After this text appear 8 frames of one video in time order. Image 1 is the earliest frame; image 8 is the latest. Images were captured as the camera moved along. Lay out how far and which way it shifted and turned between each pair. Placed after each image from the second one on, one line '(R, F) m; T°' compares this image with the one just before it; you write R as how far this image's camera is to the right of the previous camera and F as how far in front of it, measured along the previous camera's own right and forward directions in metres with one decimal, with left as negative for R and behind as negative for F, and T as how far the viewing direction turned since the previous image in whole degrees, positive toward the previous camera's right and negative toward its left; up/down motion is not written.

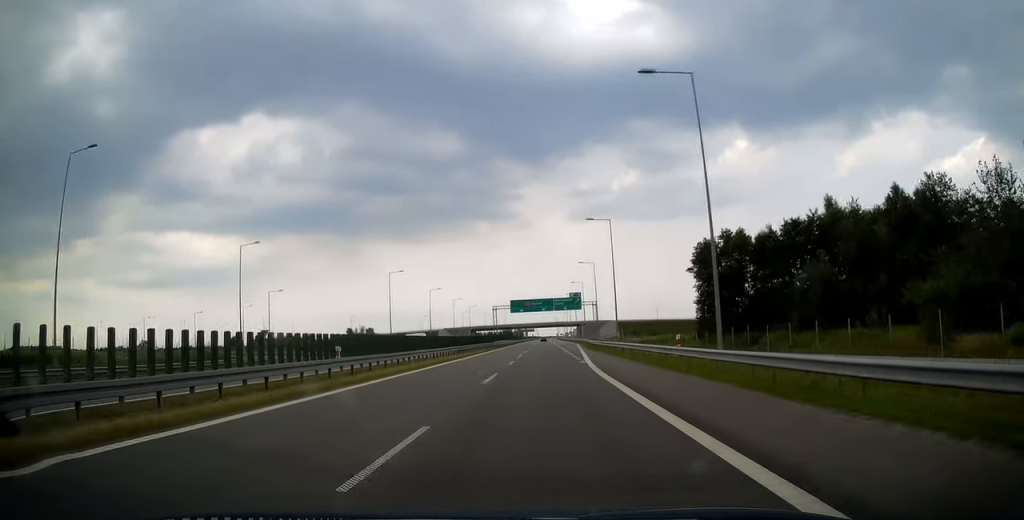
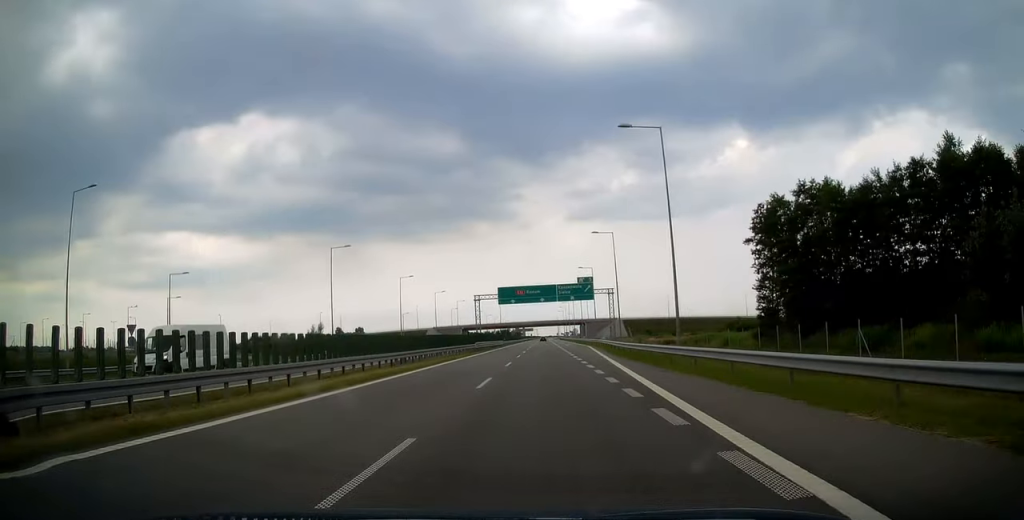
(+0.2, +24.9) m; 0°
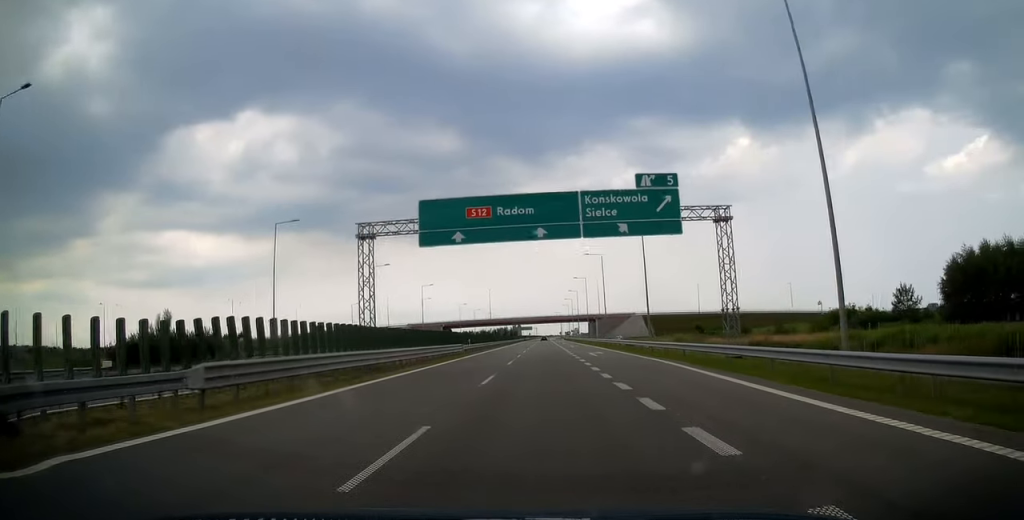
(-0.1, +46.6) m; 0°
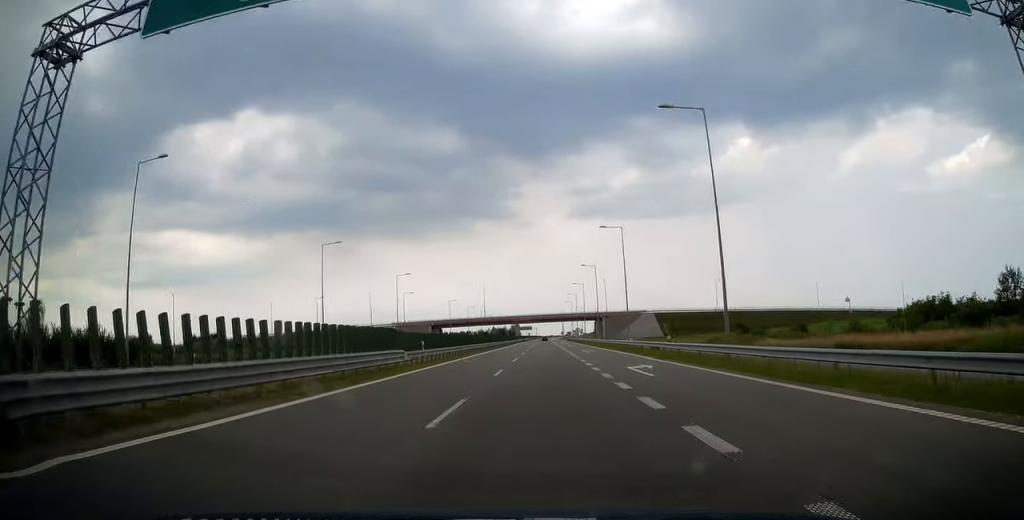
(+0.1, +20.1) m; 0°
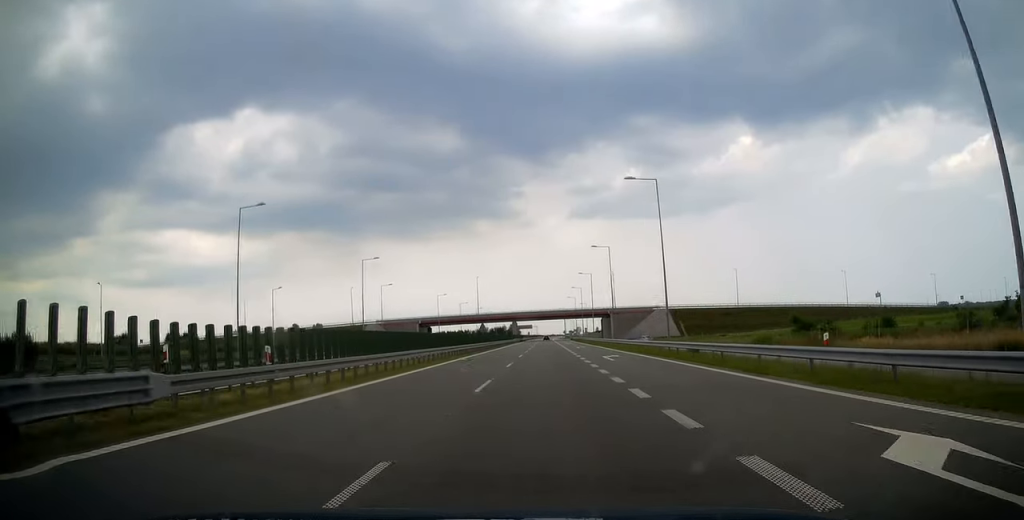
(-0.2, +18.4) m; -1°
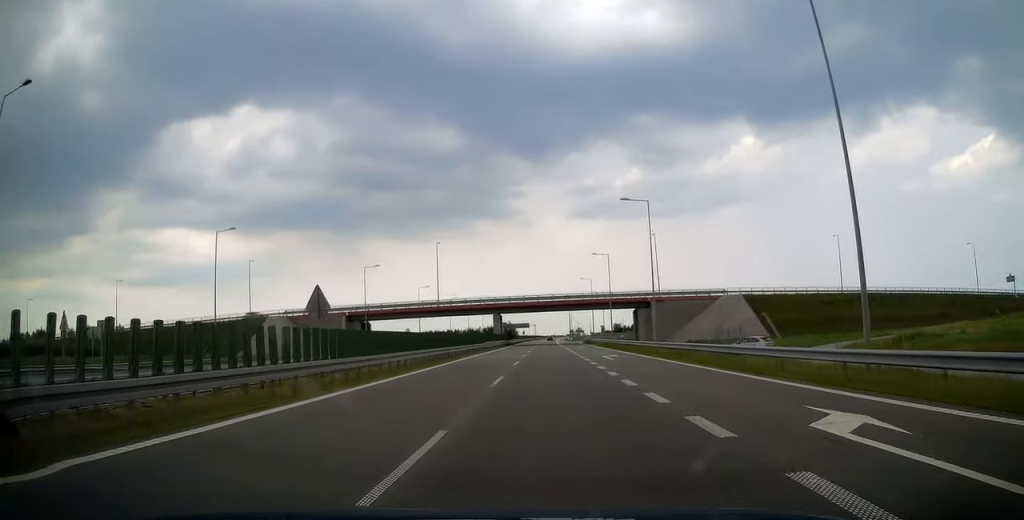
(+0.3, +57.3) m; +1°
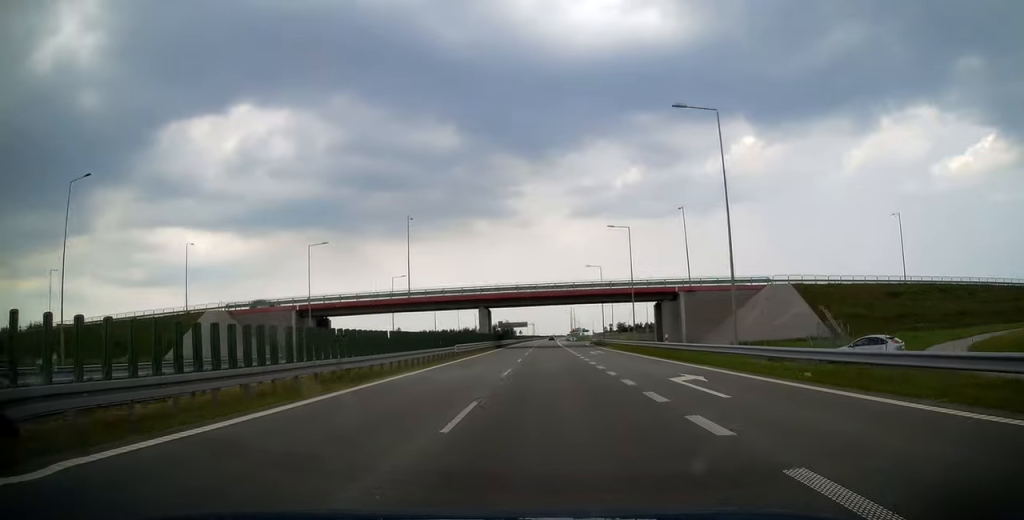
(+0.2, +20.0) m; 0°
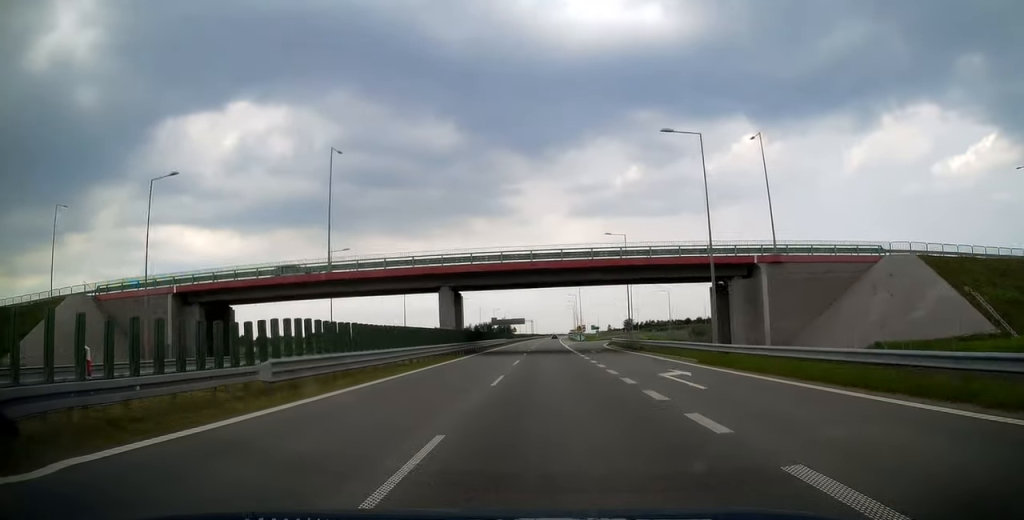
(-0.4, +28.1) m; 0°
